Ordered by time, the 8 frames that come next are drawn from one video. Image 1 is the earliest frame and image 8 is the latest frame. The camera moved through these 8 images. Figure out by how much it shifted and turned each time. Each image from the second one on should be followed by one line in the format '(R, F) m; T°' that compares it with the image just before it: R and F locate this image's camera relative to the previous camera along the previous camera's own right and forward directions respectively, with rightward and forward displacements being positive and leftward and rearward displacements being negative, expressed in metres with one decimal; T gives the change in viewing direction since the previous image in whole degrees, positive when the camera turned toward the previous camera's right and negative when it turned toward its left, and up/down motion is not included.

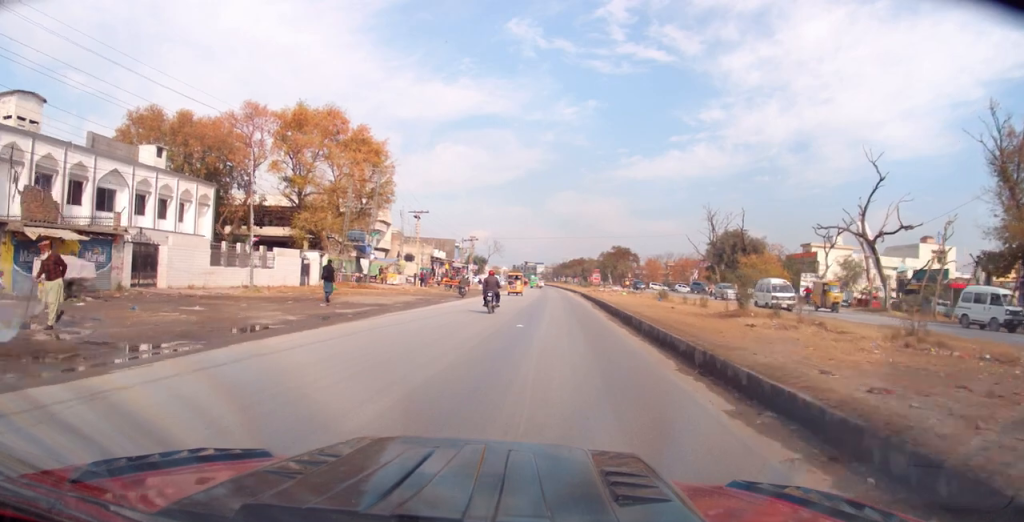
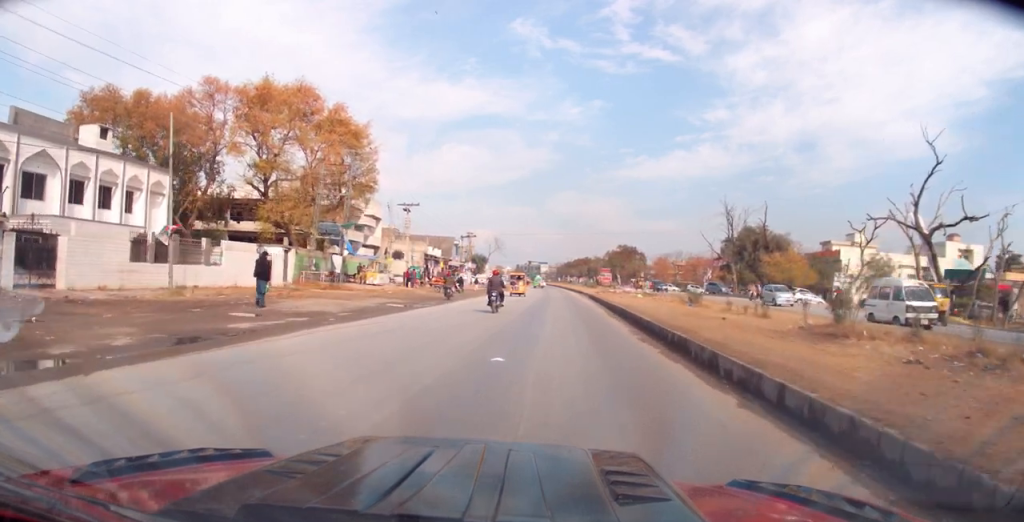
(0.0, +7.2) m; 0°
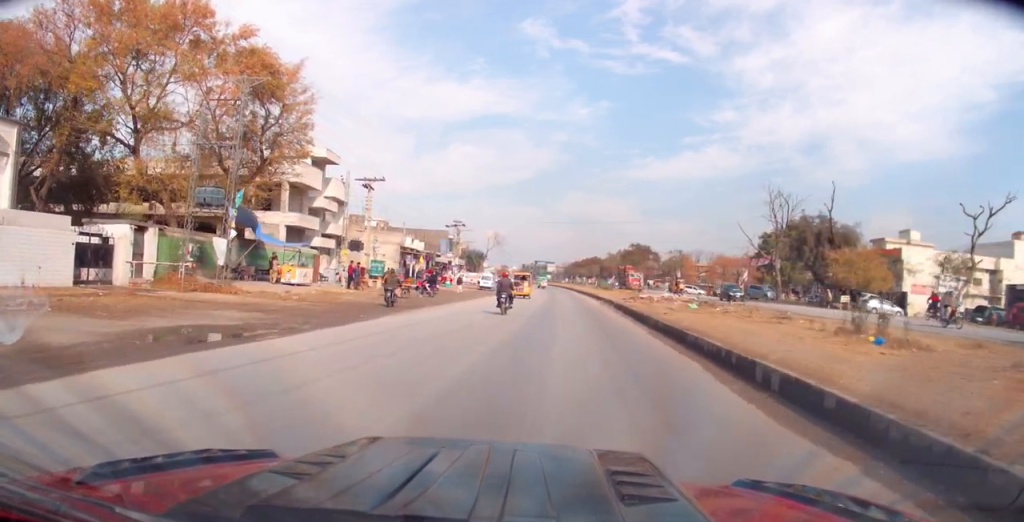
(+0.1, +16.6) m; +1°
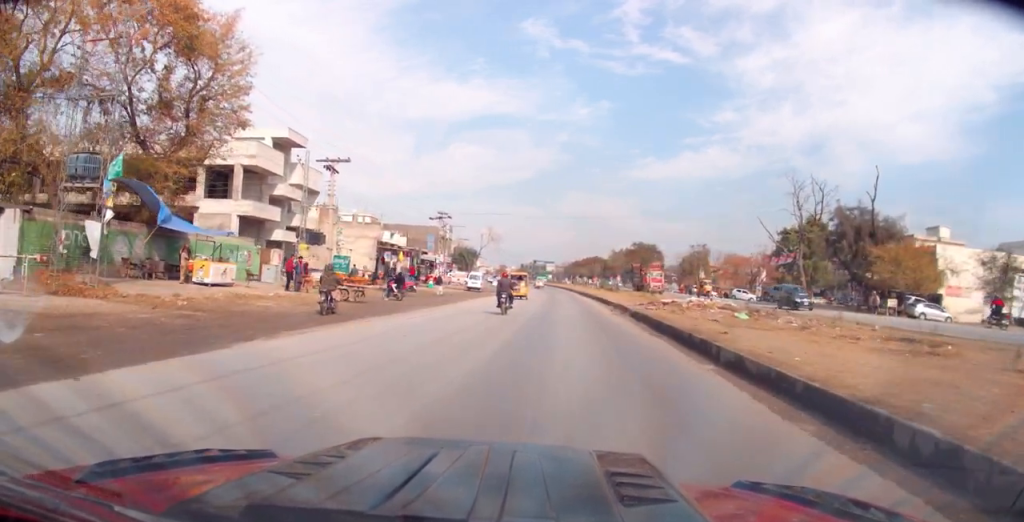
(+0.1, +8.6) m; 0°
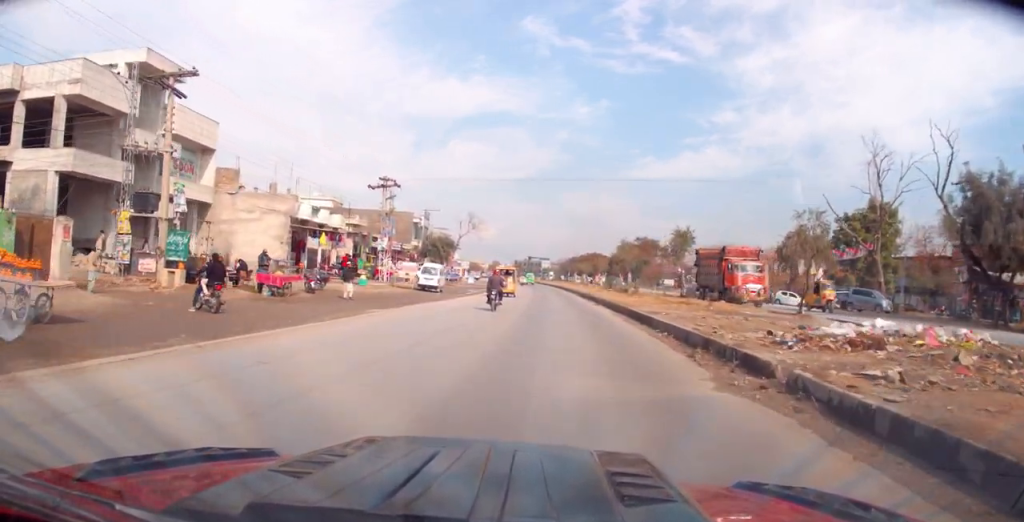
(-0.7, +19.0) m; -2°
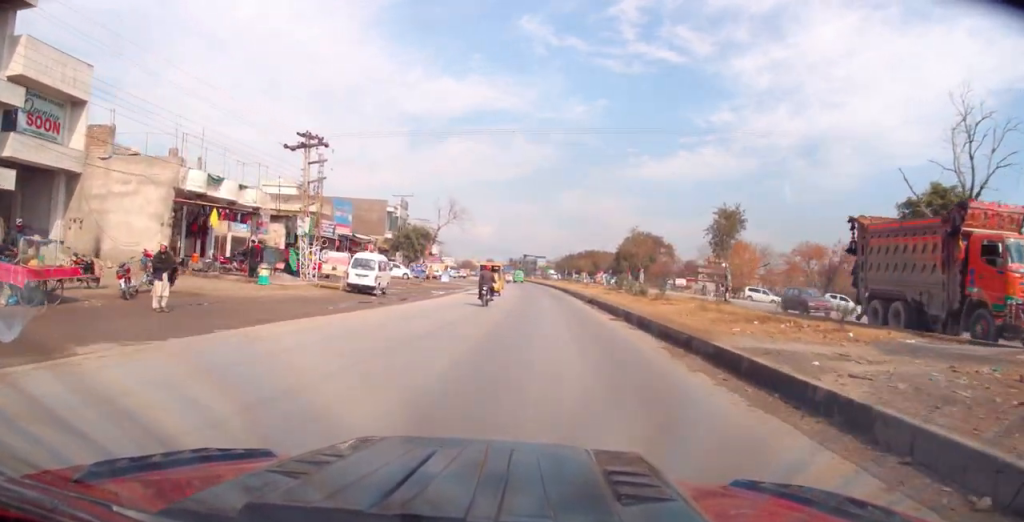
(+0.1, +13.0) m; +2°
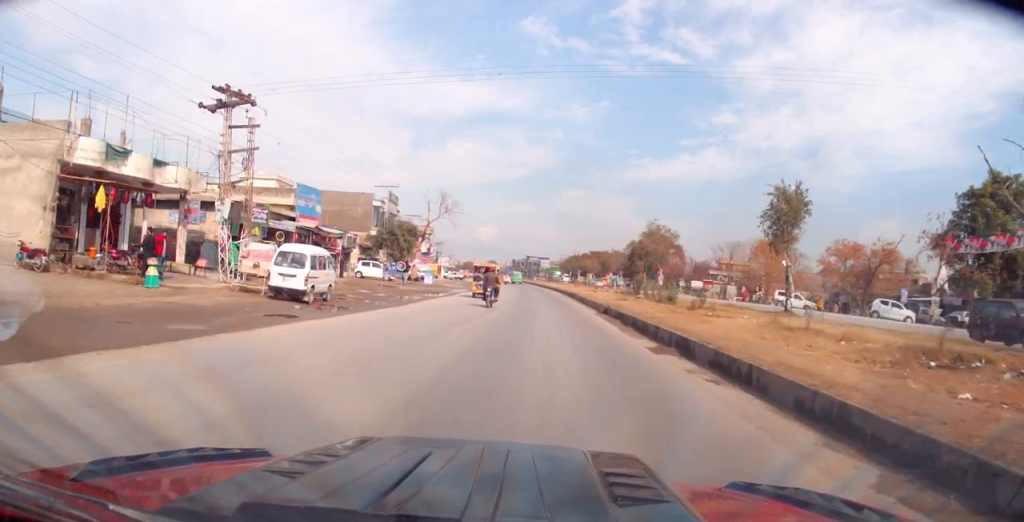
(+0.2, +8.4) m; +1°
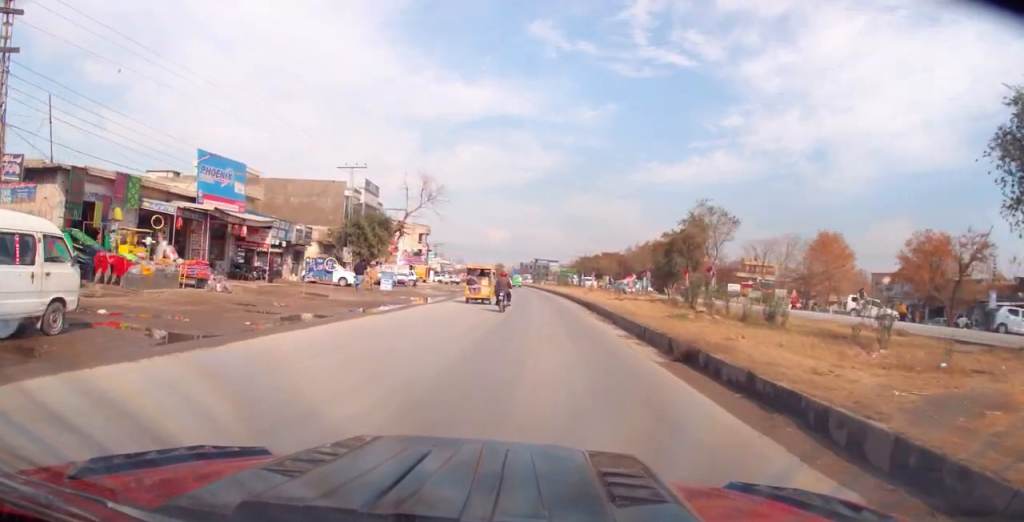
(0.0, +13.9) m; -2°
